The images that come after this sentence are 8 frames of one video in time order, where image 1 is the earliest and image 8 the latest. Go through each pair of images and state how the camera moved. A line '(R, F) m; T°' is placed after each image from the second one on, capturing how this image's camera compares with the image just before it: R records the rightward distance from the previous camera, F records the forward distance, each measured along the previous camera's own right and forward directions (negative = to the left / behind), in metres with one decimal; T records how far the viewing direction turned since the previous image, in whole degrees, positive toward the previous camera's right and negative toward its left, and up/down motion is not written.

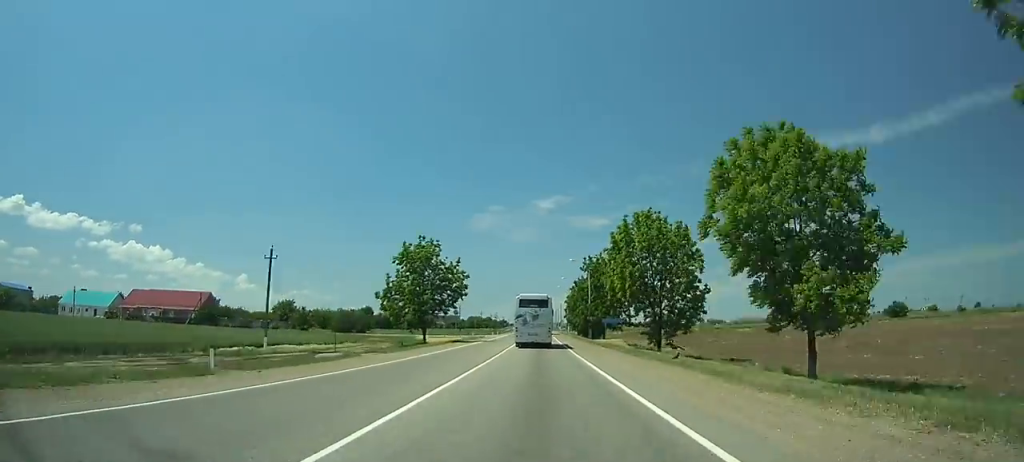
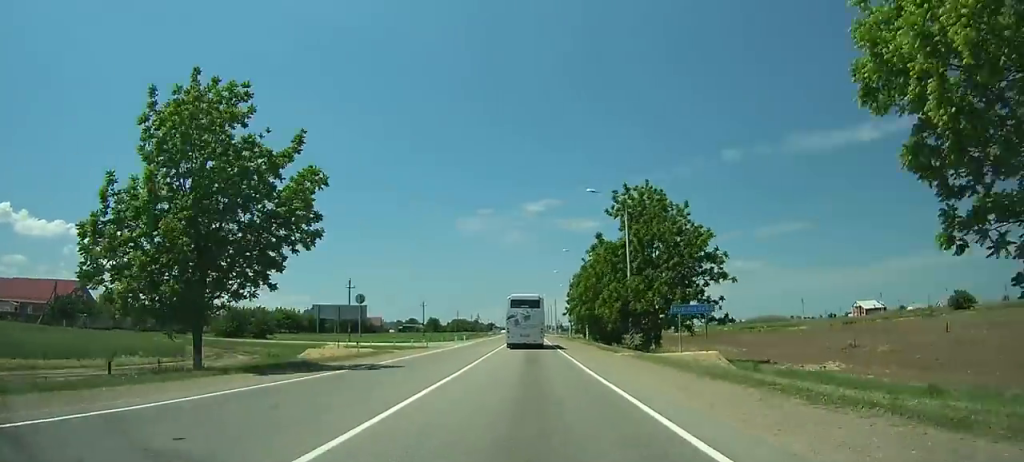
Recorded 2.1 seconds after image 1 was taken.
(-0.3, +41.3) m; 0°
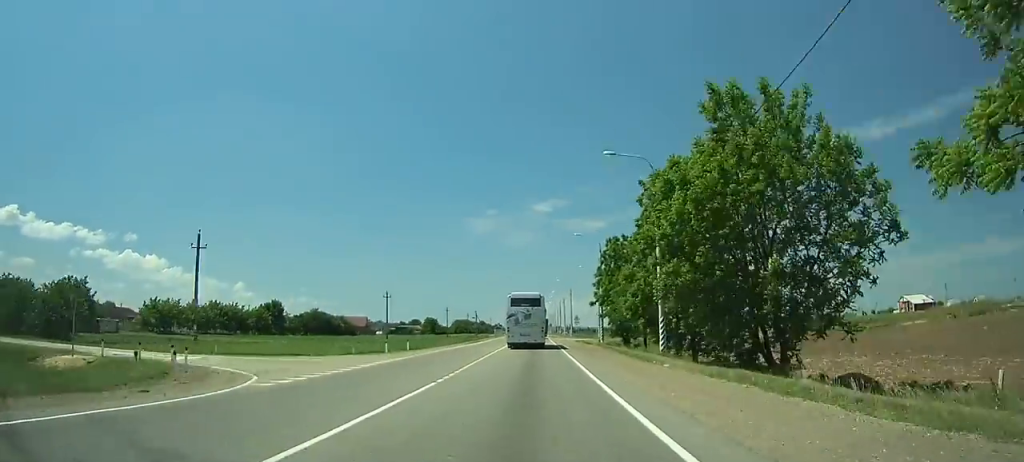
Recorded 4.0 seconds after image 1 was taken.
(+0.1, +37.9) m; 0°
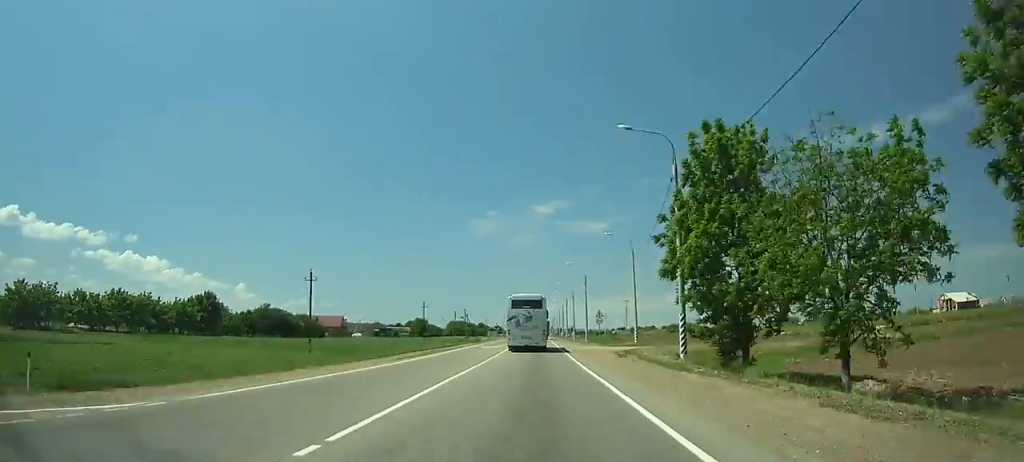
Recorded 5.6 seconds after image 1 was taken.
(+0.1, +32.1) m; 0°
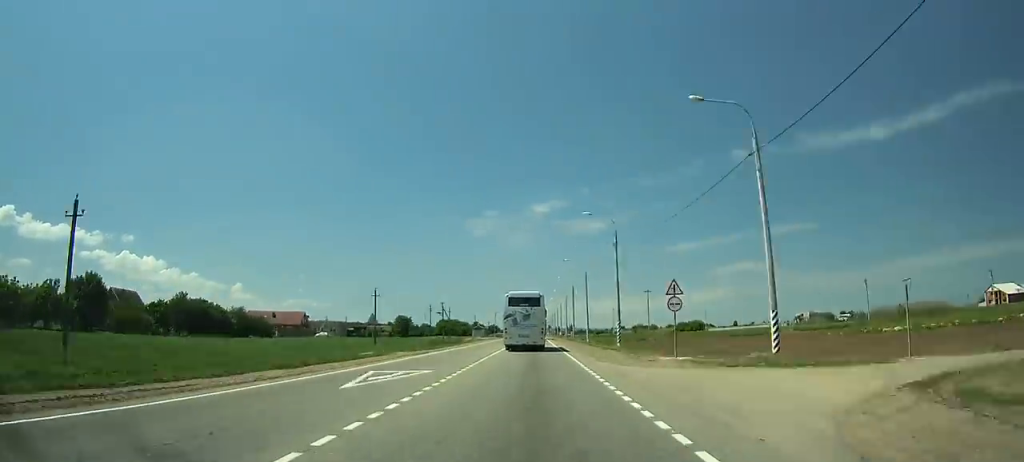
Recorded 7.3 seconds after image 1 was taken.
(+0.1, +34.1) m; 0°
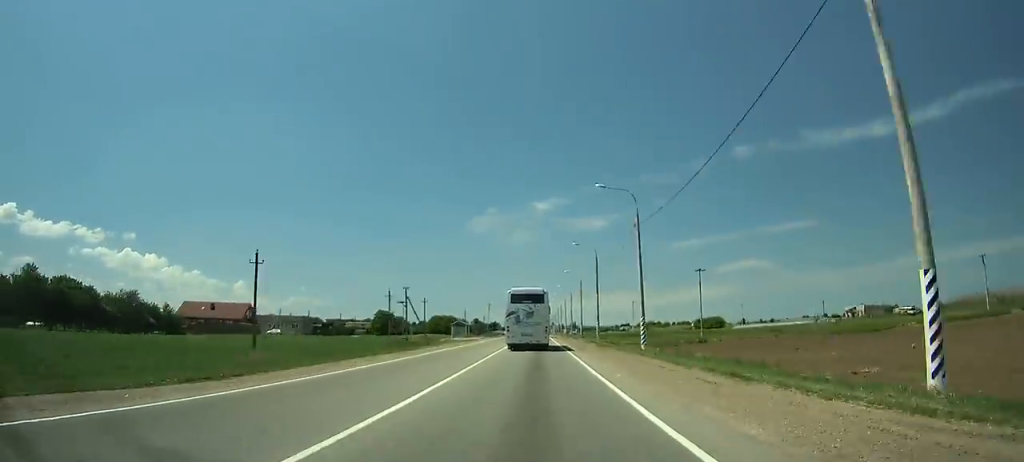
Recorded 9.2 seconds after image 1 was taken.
(0.0, +37.9) m; 0°
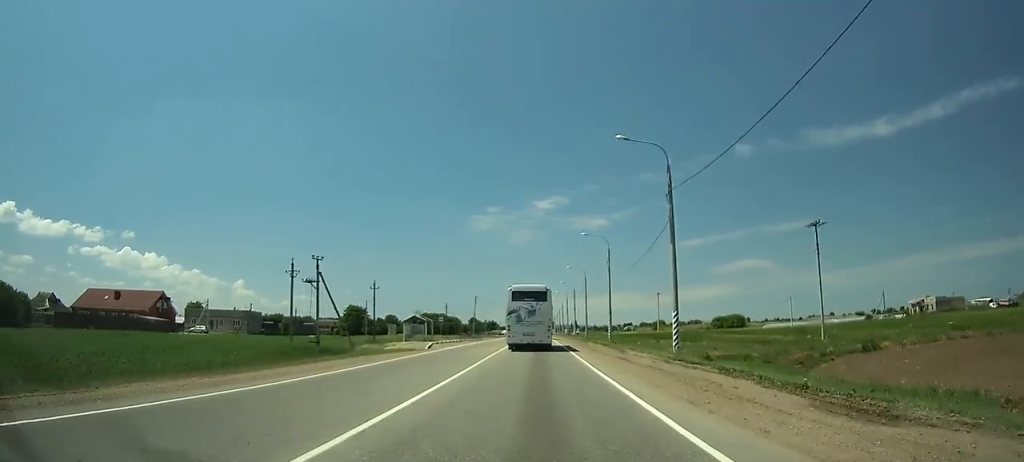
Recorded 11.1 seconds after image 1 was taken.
(+0.2, +37.2) m; 0°
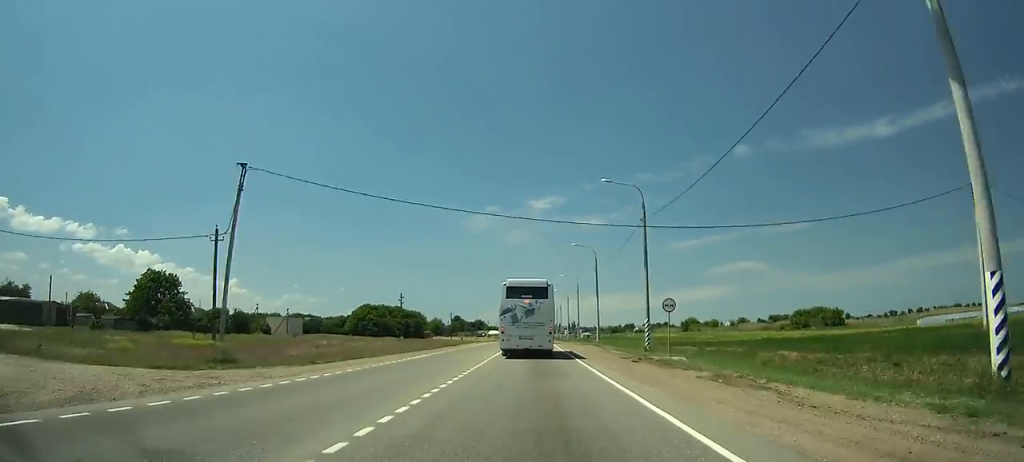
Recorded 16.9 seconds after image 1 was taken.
(-0.4, +105.8) m; 0°
